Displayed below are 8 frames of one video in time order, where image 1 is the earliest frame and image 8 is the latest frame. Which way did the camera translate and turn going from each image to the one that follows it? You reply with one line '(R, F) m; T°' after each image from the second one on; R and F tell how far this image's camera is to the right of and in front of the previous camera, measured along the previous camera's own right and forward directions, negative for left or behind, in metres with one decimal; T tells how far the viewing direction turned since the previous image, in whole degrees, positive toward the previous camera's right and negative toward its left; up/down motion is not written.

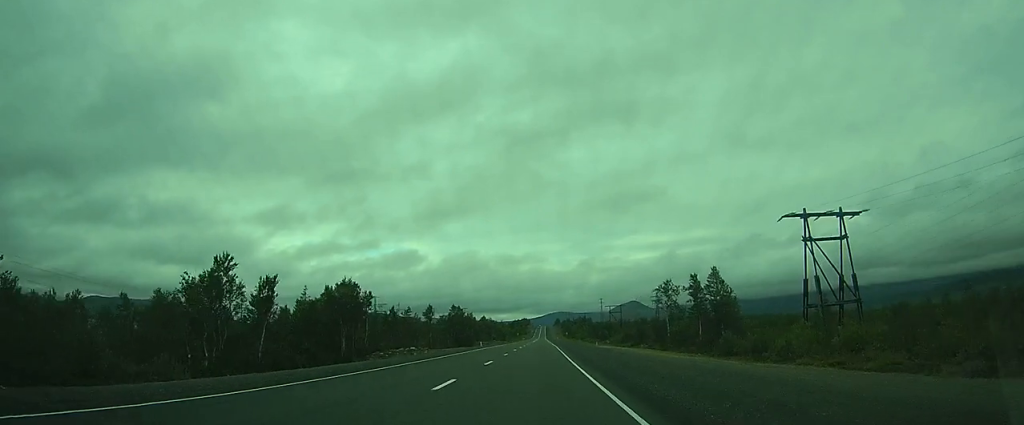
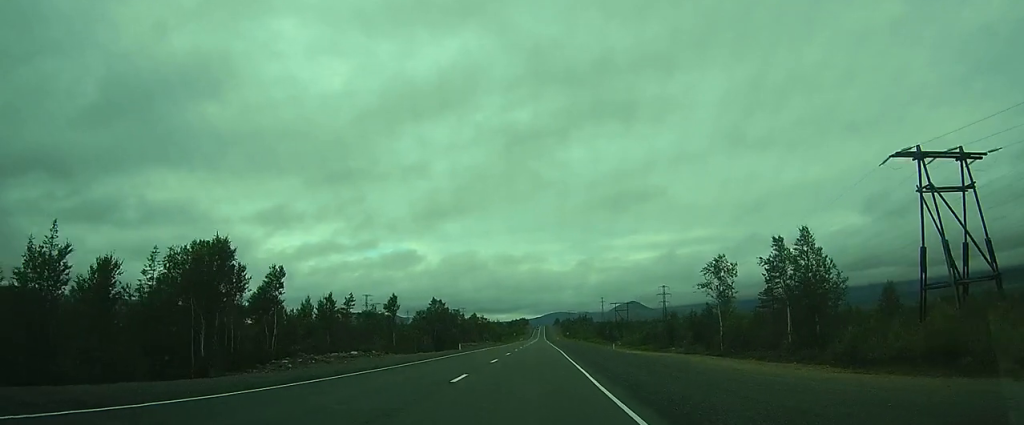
(+0.1, +21.4) m; +1°
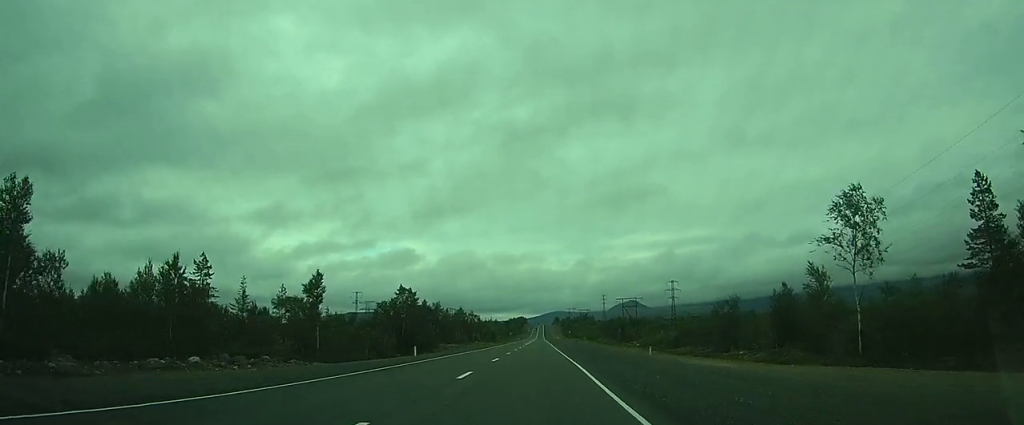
(+0.2, +23.0) m; +1°
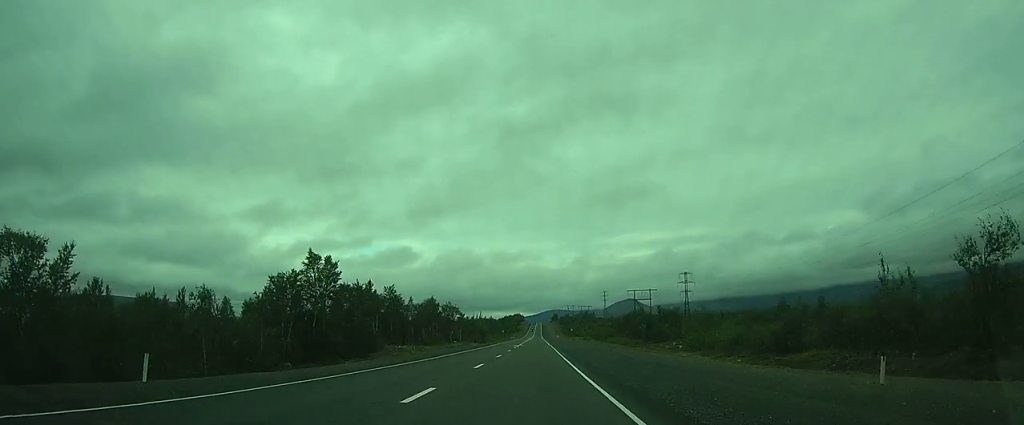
(+0.1, +30.5) m; 0°
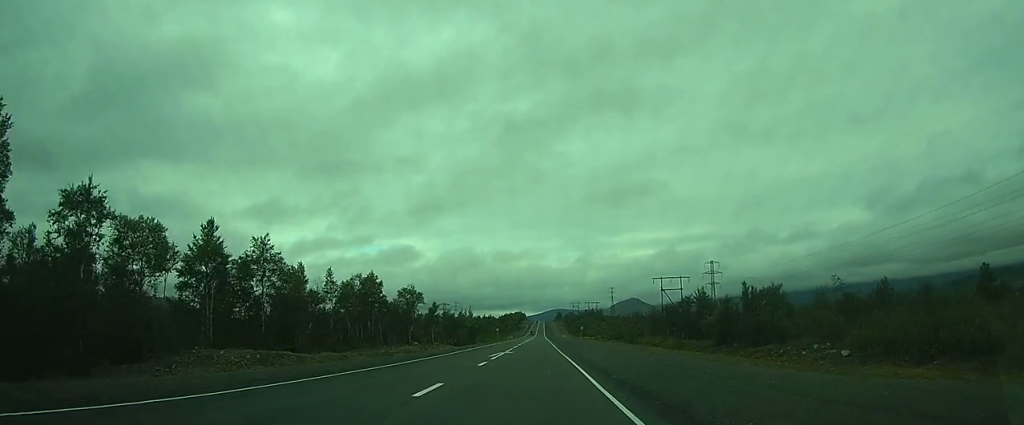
(+0.2, +34.7) m; +1°
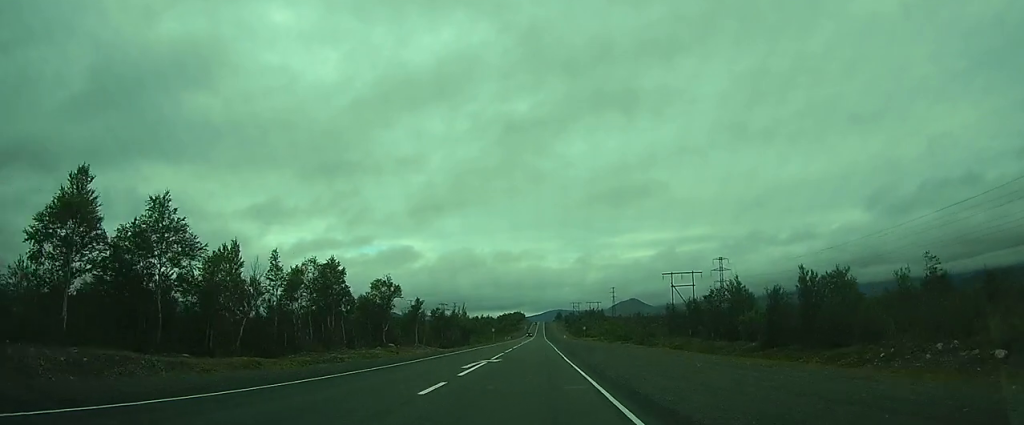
(0.0, +11.2) m; 0°
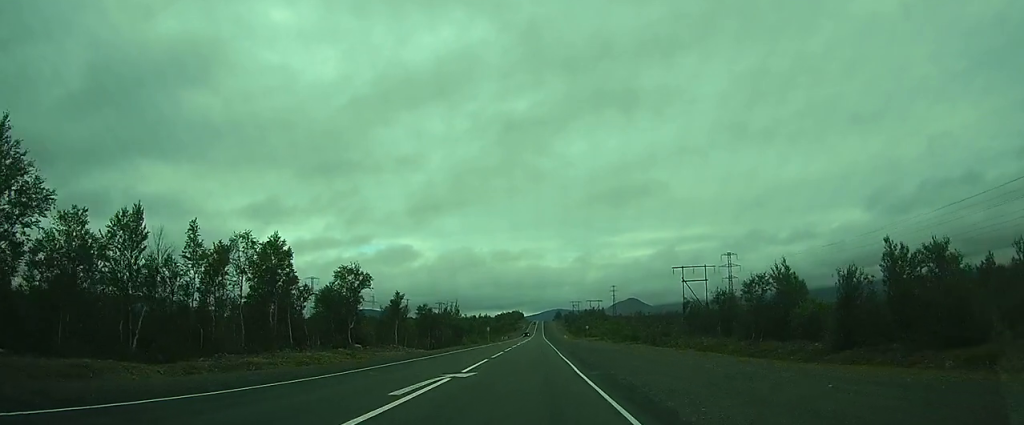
(0.0, +10.4) m; 0°
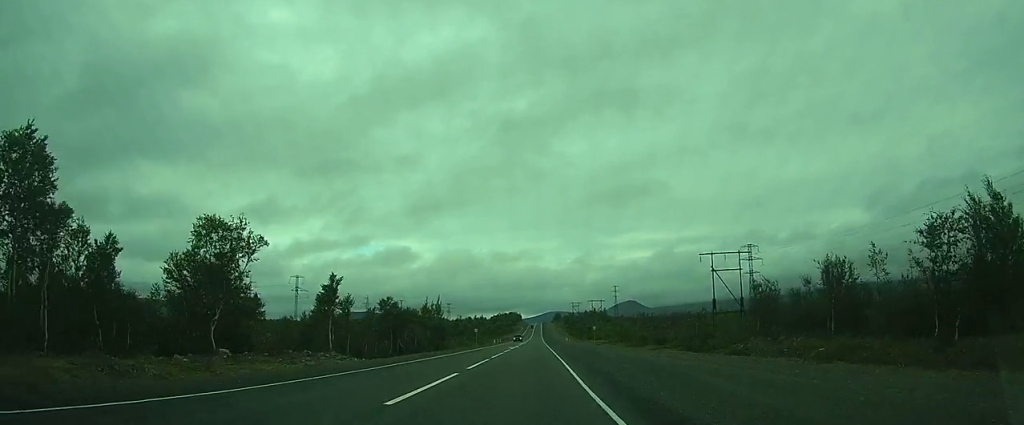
(0.0, +20.8) m; -1°
